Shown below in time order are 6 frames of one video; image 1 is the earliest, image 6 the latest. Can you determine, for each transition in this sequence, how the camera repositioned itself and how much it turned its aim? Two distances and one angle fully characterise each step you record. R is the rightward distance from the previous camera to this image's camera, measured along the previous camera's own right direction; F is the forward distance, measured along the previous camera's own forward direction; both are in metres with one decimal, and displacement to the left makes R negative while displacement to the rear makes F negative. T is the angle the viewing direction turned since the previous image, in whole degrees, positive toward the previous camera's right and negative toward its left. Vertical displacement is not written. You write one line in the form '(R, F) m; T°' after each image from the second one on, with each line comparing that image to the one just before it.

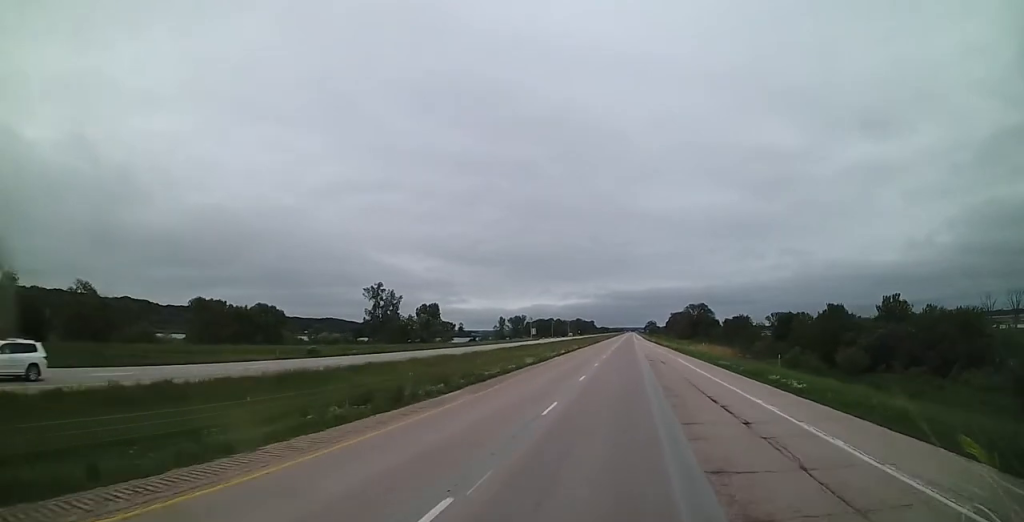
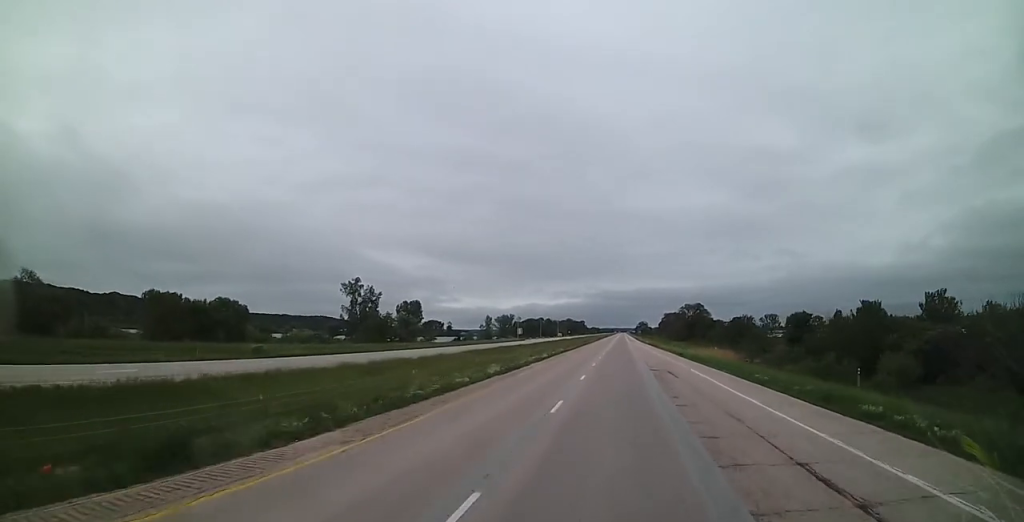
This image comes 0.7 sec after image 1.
(0.0, +11.8) m; +1°
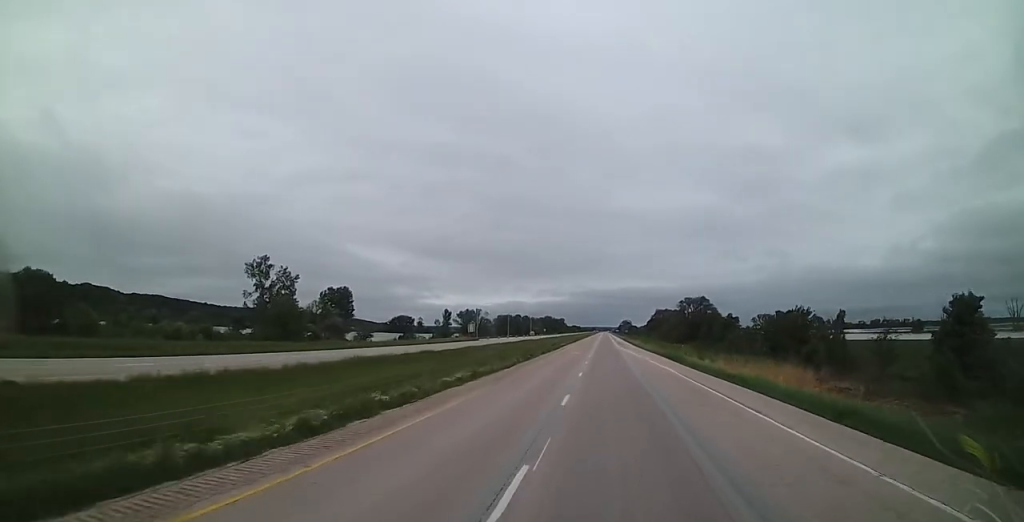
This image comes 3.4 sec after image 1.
(+1.4, +47.1) m; +2°
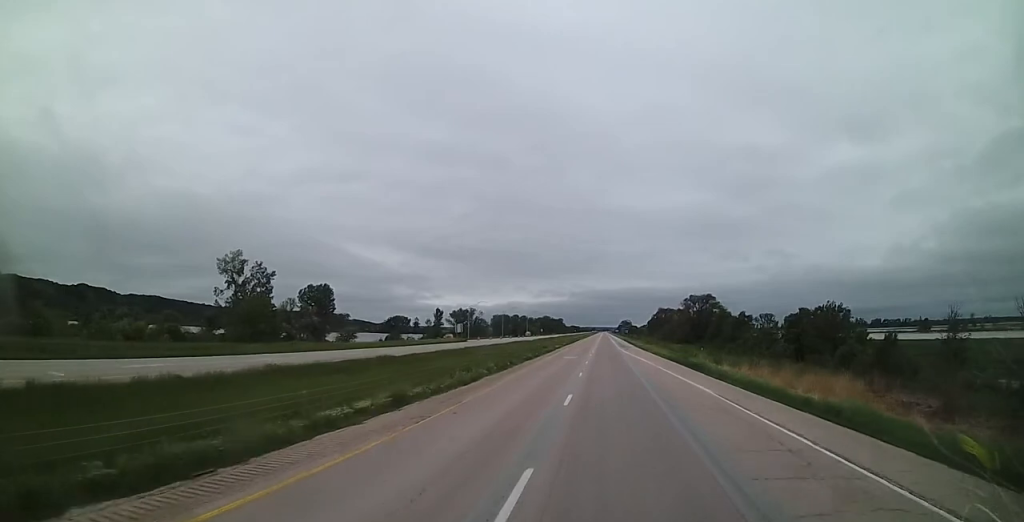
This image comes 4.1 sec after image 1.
(+0.1, +12.0) m; 0°
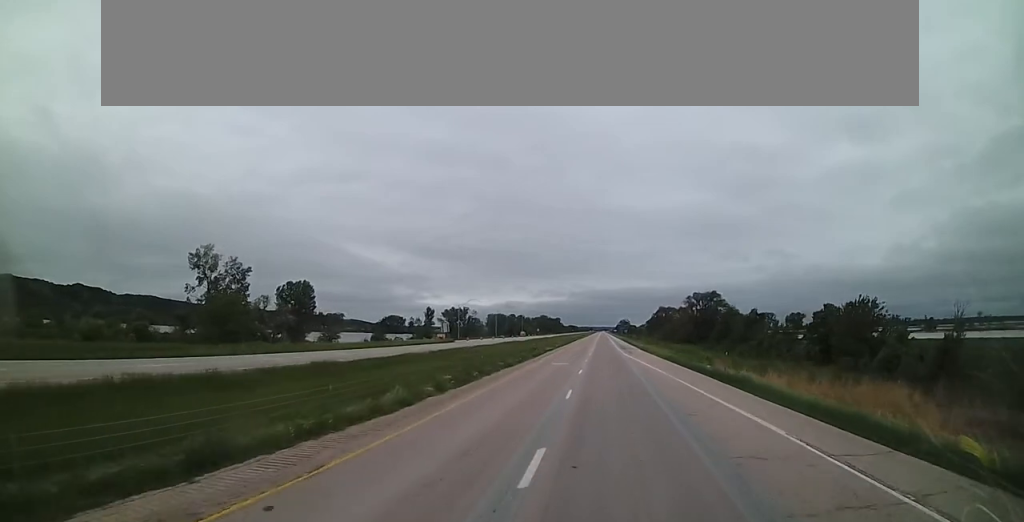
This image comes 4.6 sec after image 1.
(+0.1, +10.3) m; 0°
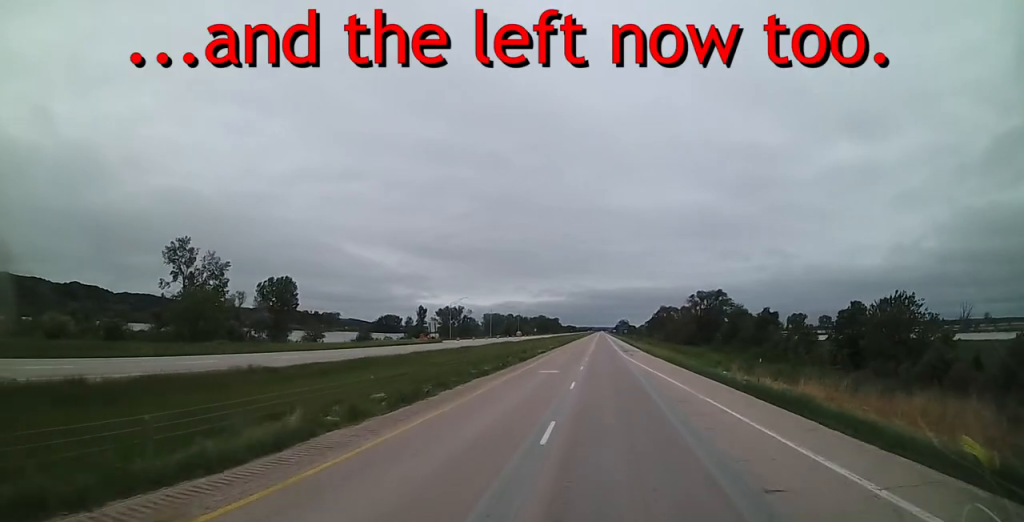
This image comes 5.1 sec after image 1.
(-0.2, +8.6) m; 0°
